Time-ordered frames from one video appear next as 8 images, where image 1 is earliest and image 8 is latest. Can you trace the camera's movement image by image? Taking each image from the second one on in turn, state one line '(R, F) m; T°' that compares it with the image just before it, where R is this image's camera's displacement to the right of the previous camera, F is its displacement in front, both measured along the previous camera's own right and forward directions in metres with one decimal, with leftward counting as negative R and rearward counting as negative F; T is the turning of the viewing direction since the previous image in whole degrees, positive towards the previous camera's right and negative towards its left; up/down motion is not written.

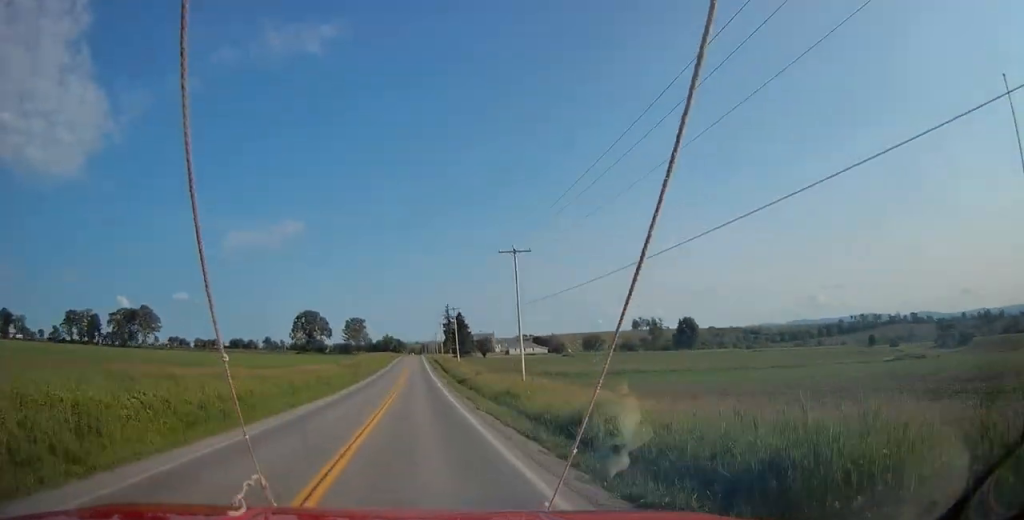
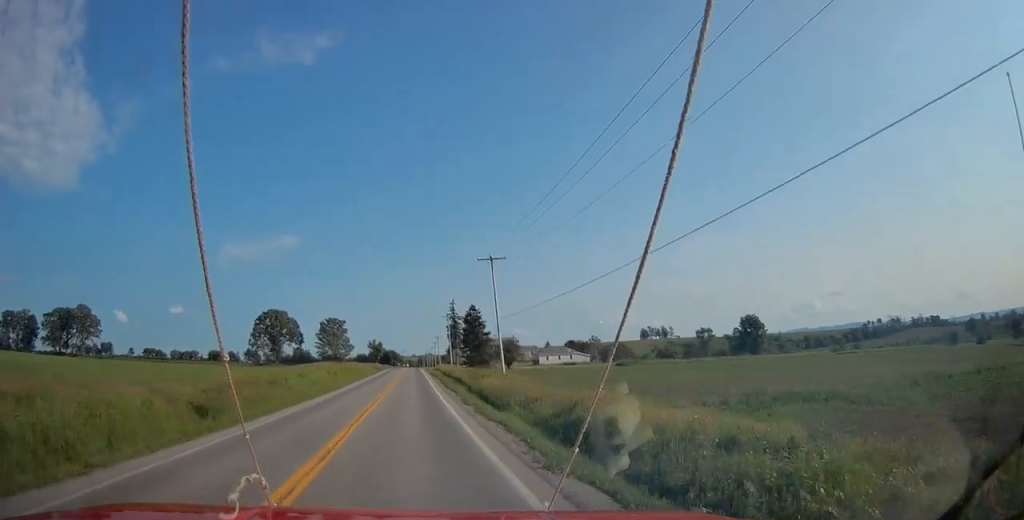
(+0.2, +57.1) m; 0°
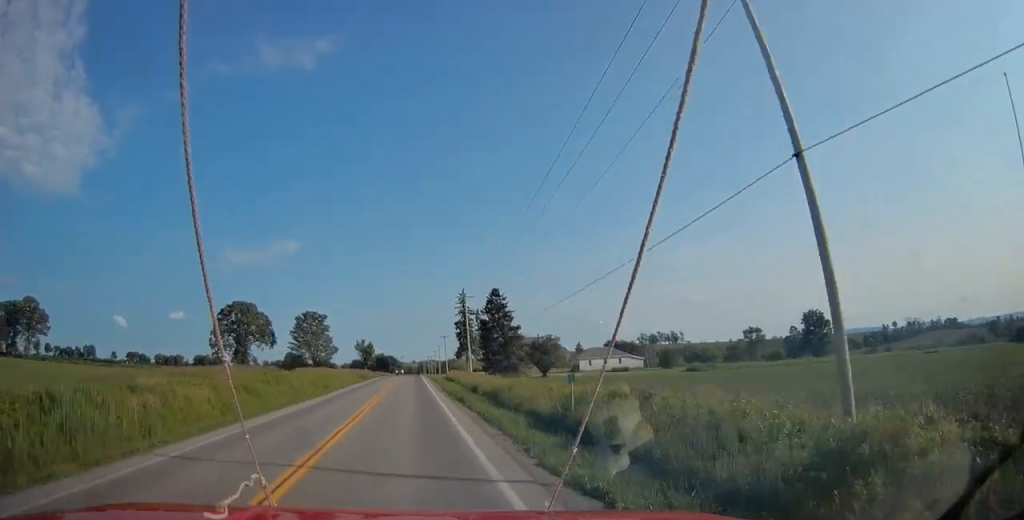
(0.0, +39.1) m; 0°
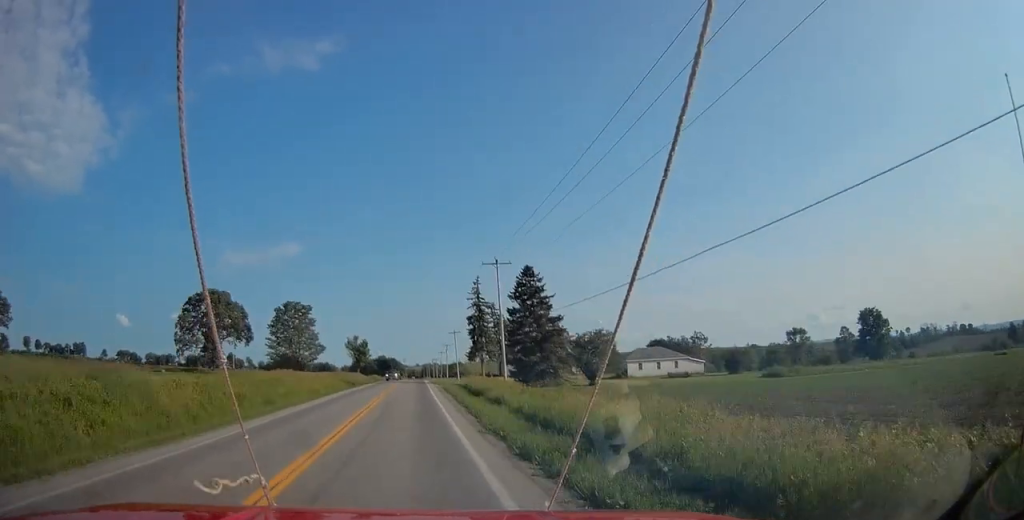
(0.0, +26.0) m; 0°
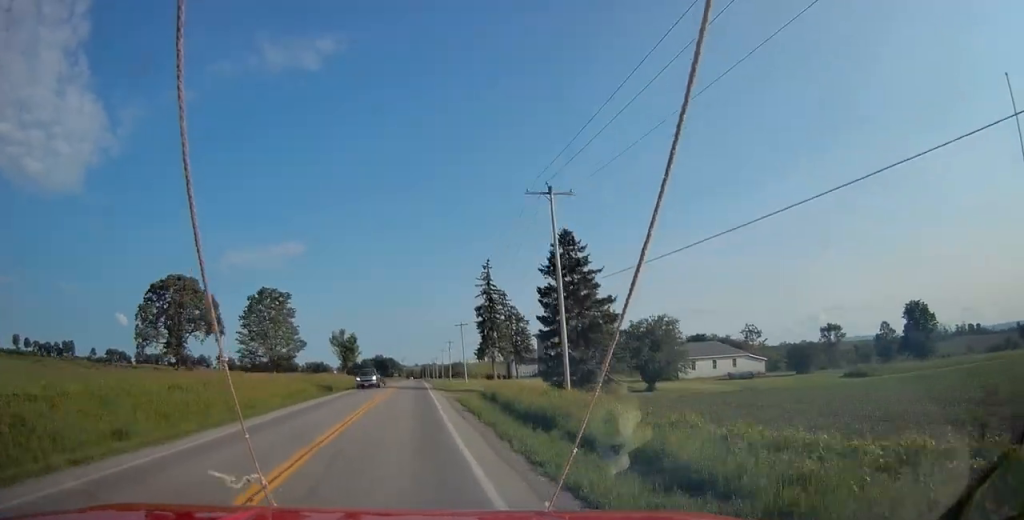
(0.0, +19.5) m; 0°
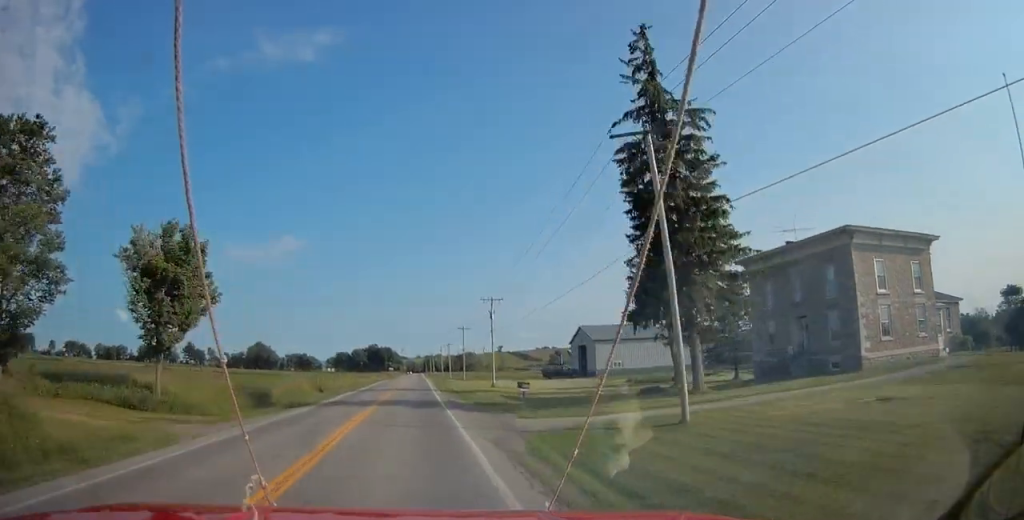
(0.0, +72.7) m; 0°
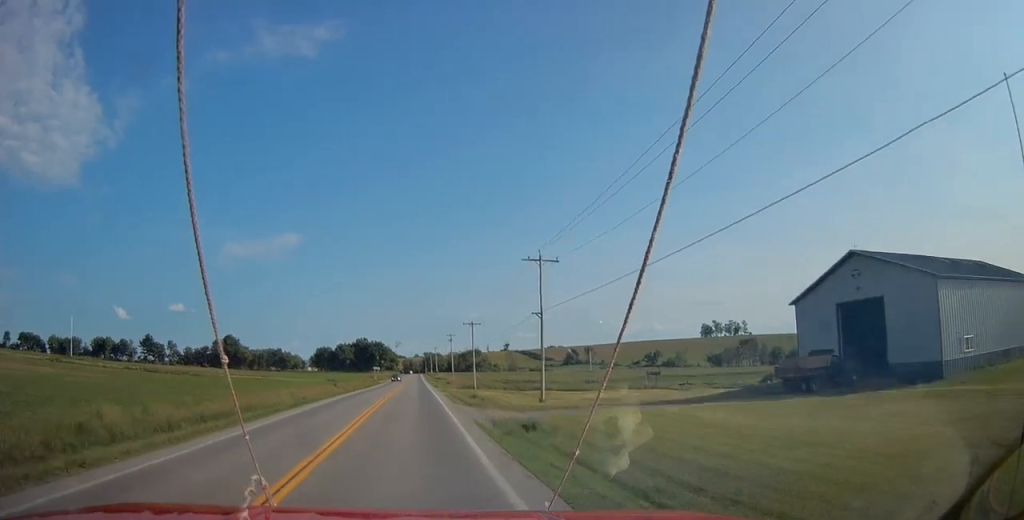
(+0.2, +63.7) m; 0°
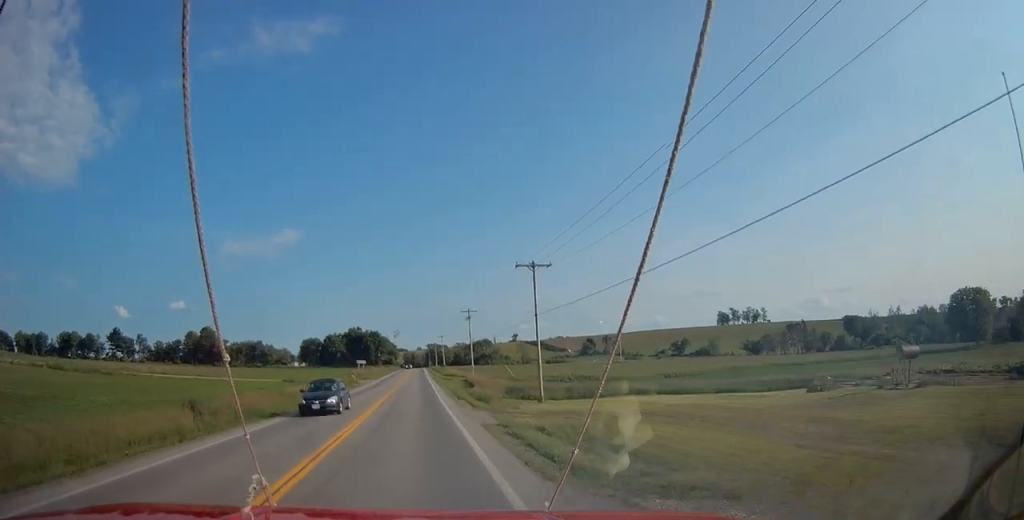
(-0.1, +42.3) m; 0°
